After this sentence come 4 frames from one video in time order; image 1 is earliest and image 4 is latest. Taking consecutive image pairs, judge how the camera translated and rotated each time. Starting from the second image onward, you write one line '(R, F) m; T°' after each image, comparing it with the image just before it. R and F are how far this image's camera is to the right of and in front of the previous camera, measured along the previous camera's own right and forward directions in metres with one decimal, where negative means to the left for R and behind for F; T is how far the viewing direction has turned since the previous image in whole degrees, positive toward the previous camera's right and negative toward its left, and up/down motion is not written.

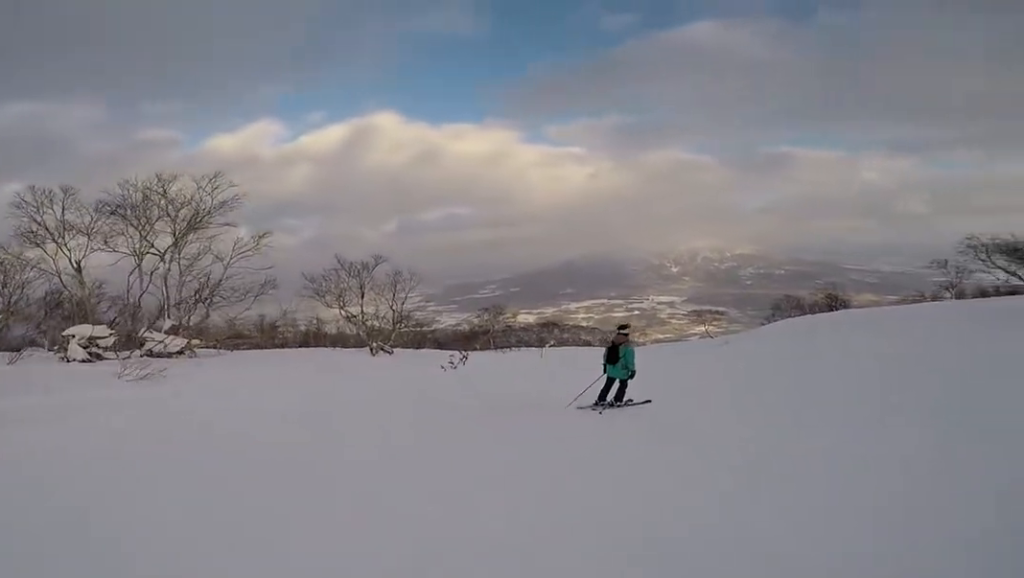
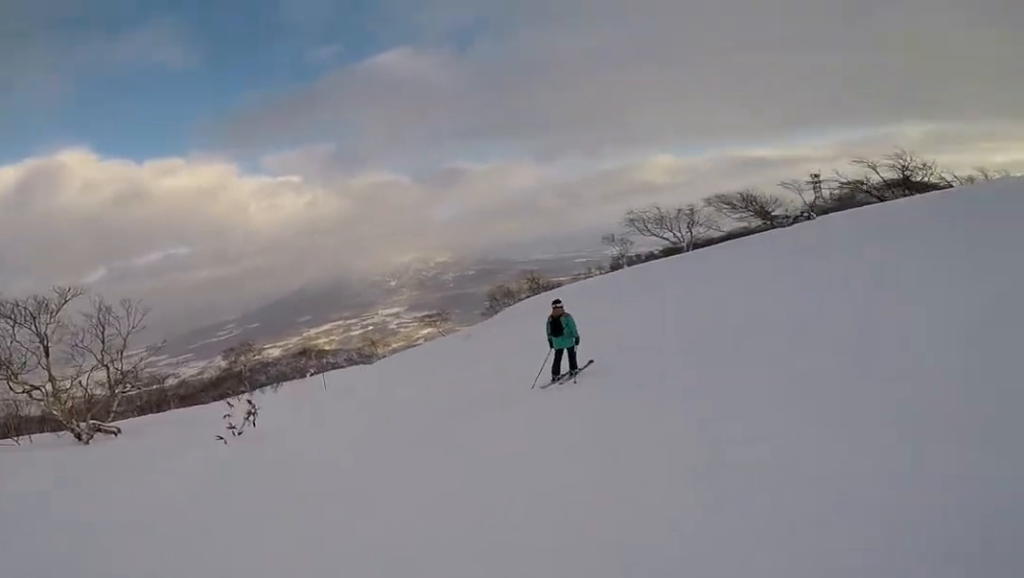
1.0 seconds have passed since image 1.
(+1.0, +3.6) m; +31°
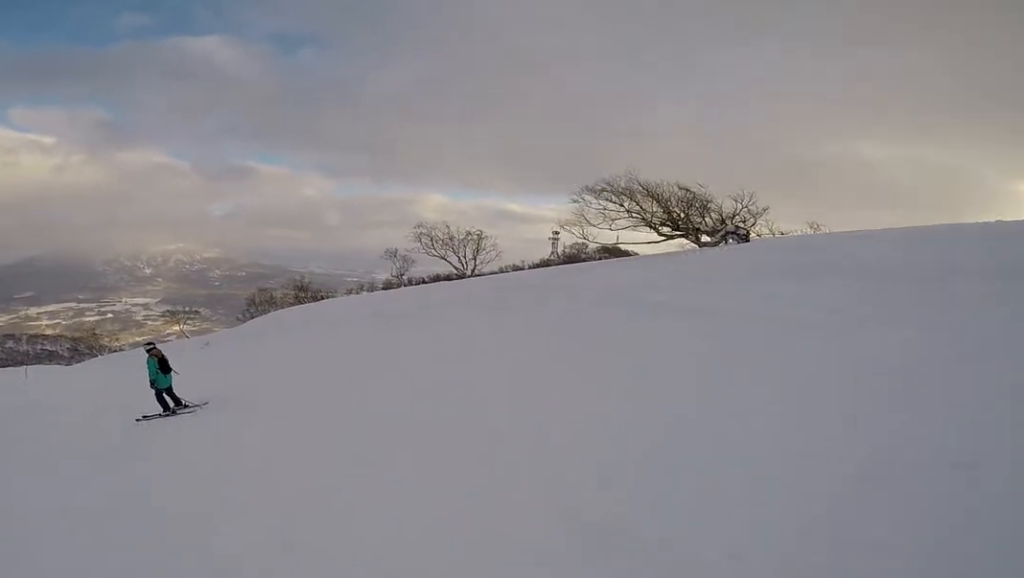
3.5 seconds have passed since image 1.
(+4.6, +10.0) m; +23°
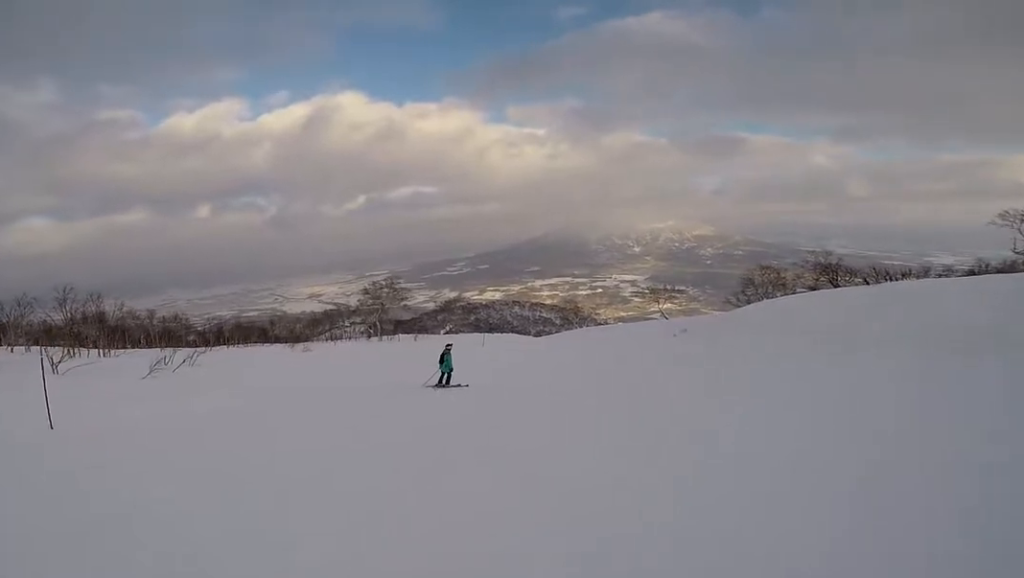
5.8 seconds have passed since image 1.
(-5.1, +8.6) m; -46°
